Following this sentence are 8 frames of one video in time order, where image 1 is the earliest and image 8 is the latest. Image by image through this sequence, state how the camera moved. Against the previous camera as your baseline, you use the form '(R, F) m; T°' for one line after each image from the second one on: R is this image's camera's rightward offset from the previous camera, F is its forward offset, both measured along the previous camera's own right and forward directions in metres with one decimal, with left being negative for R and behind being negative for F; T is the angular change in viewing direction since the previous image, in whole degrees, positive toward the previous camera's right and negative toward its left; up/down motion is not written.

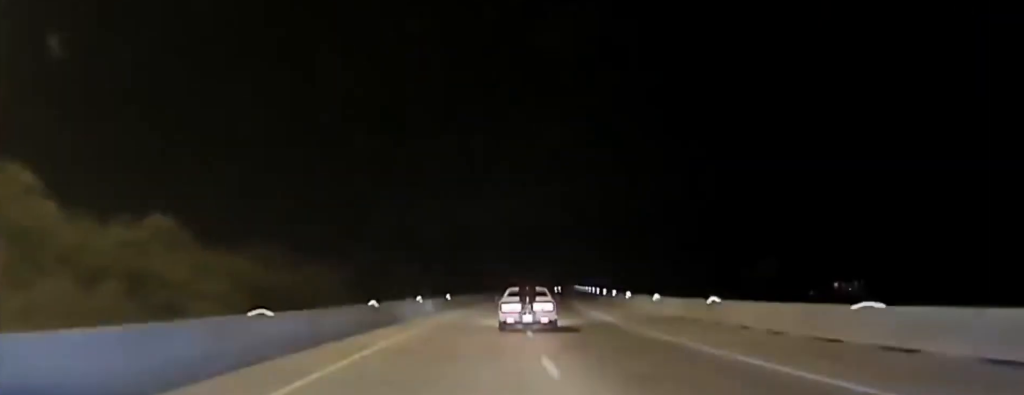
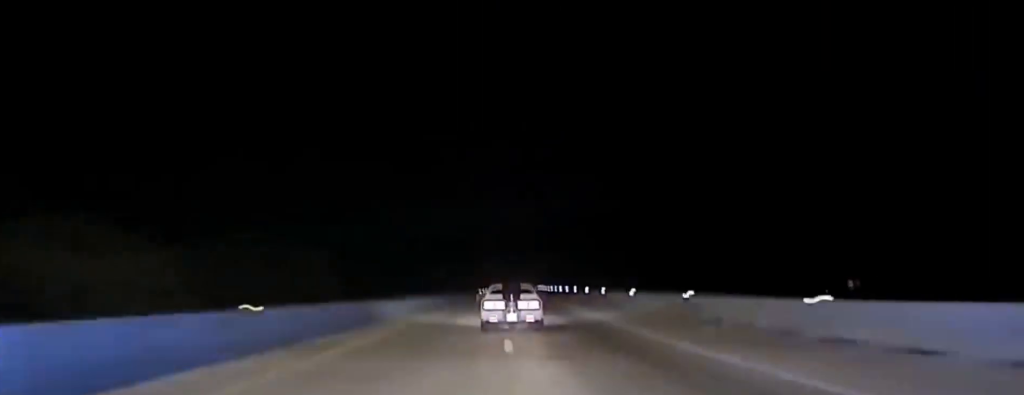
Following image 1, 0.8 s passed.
(+1.0, +43.6) m; +2°
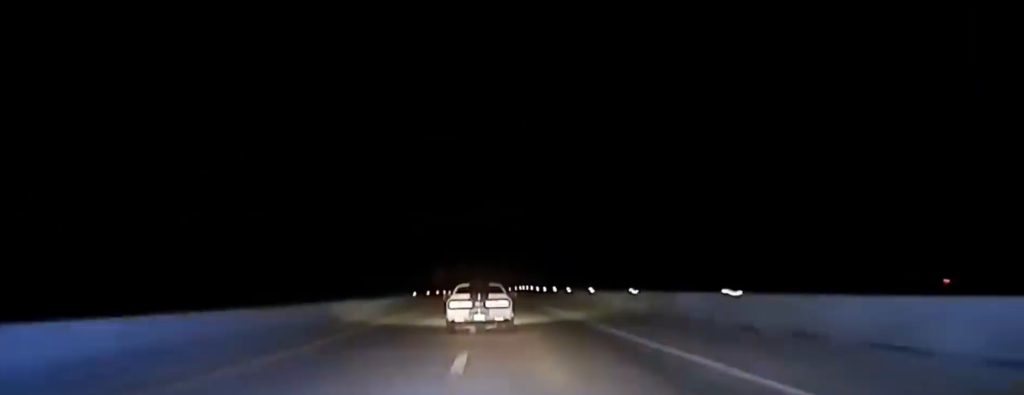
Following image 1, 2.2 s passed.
(+2.2, +77.3) m; +2°
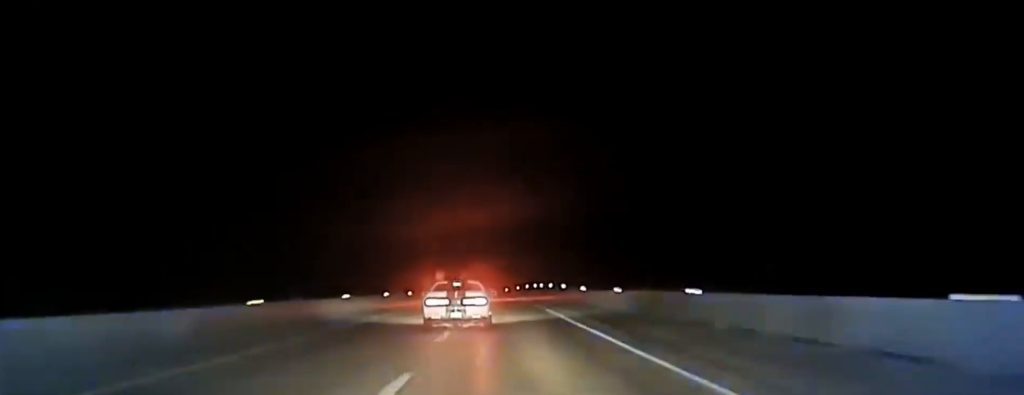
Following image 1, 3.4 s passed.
(-0.4, +61.1) m; -1°
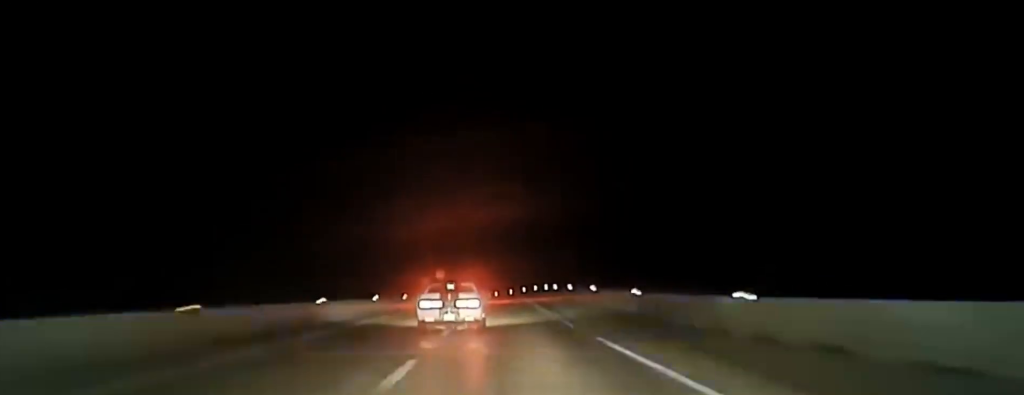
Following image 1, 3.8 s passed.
(-0.1, +21.8) m; 0°
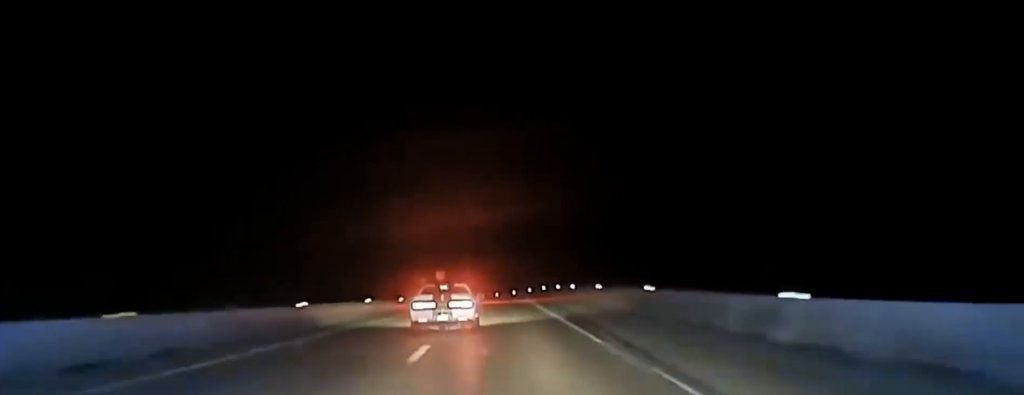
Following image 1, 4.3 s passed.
(0.0, +21.8) m; 0°
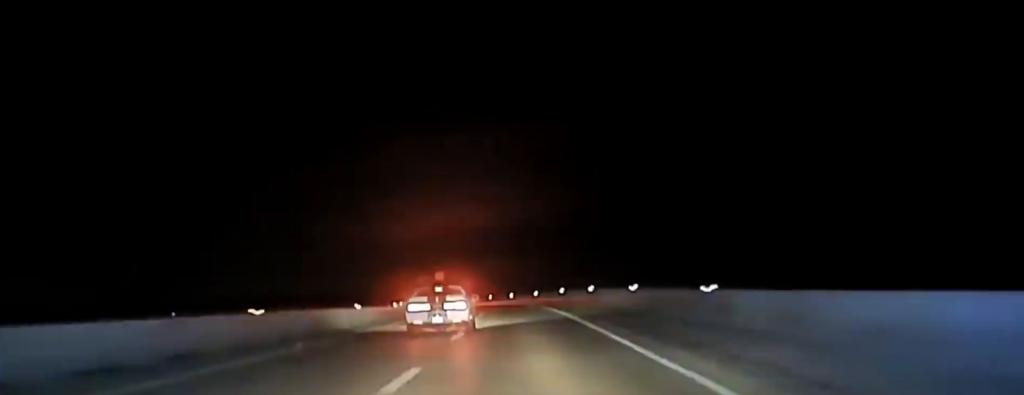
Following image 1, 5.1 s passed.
(-0.2, +41.3) m; -1°
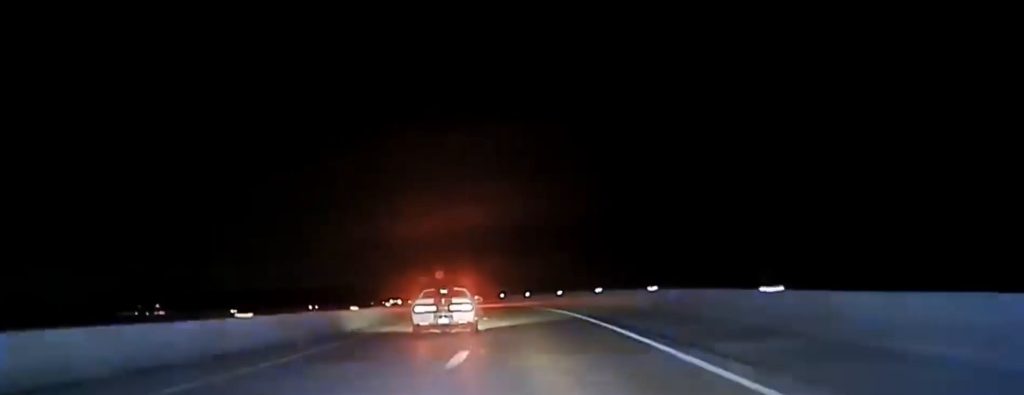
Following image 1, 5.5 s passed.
(-0.1, +18.5) m; -2°
